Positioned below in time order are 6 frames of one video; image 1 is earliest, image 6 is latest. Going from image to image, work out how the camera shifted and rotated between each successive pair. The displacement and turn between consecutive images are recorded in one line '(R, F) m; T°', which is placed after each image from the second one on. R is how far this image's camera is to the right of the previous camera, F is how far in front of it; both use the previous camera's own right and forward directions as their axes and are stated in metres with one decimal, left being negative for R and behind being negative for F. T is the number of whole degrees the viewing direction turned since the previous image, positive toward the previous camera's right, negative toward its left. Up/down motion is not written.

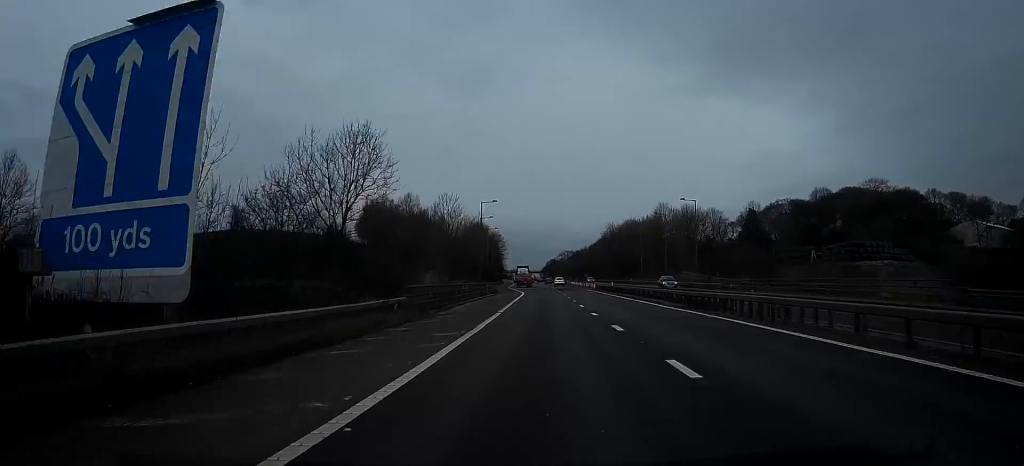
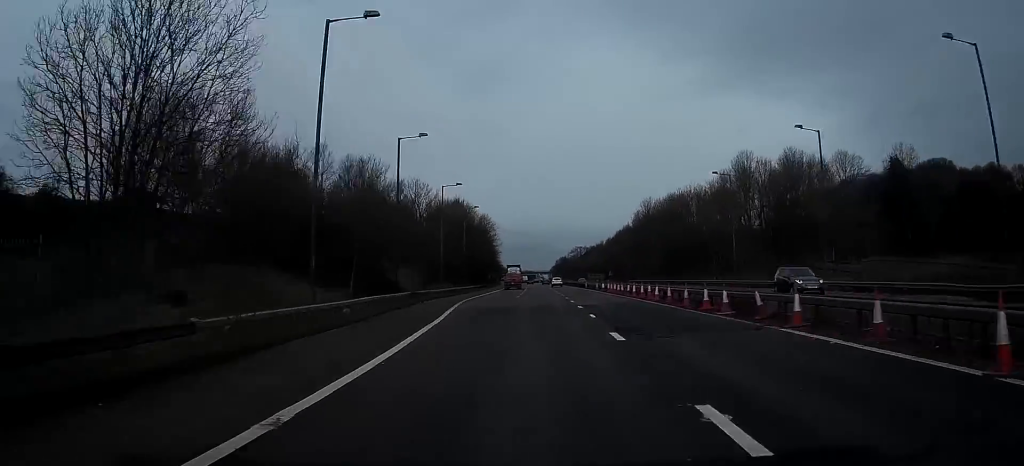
(-0.6, +74.6) m; -1°
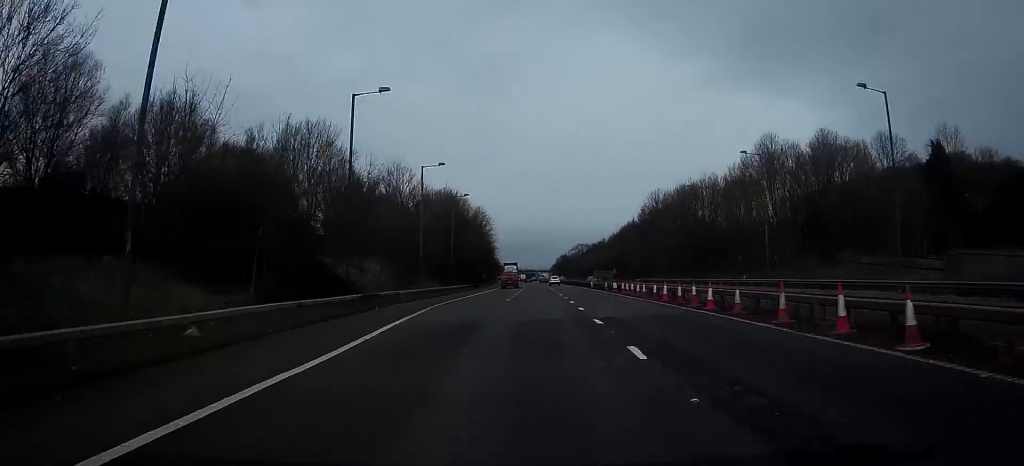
(0.0, +13.1) m; 0°
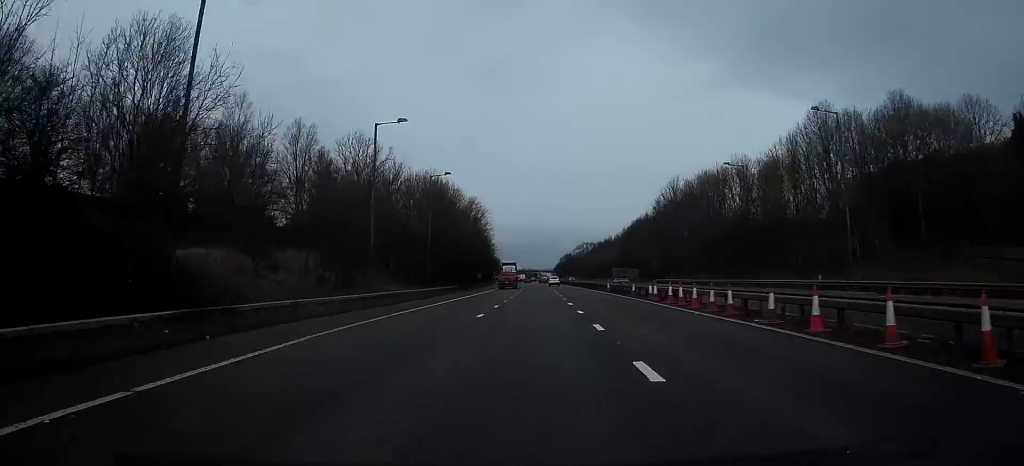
(0.0, +20.2) m; 0°
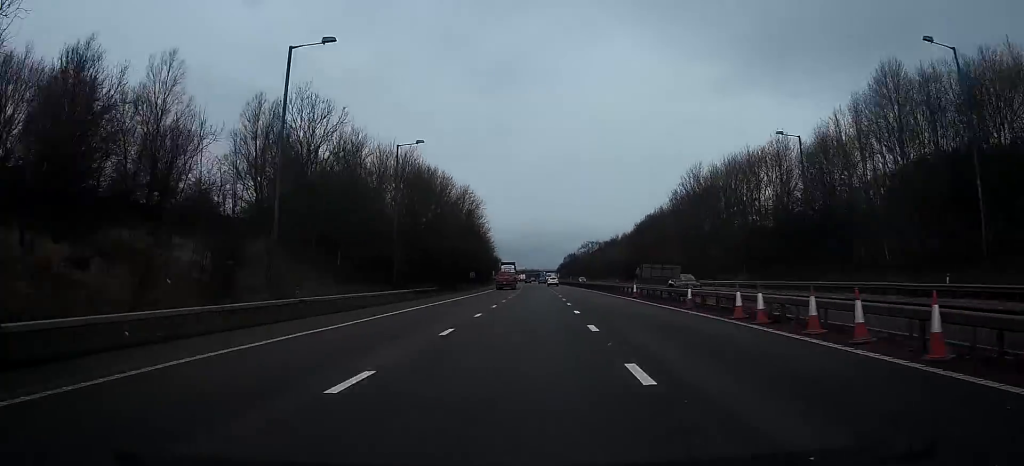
(0.0, +18.2) m; 0°
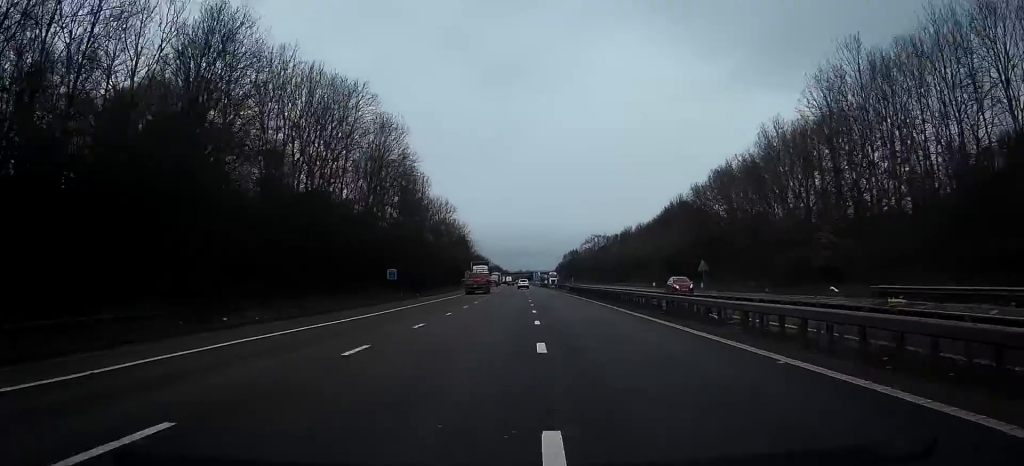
(+0.2, +67.0) m; 0°
